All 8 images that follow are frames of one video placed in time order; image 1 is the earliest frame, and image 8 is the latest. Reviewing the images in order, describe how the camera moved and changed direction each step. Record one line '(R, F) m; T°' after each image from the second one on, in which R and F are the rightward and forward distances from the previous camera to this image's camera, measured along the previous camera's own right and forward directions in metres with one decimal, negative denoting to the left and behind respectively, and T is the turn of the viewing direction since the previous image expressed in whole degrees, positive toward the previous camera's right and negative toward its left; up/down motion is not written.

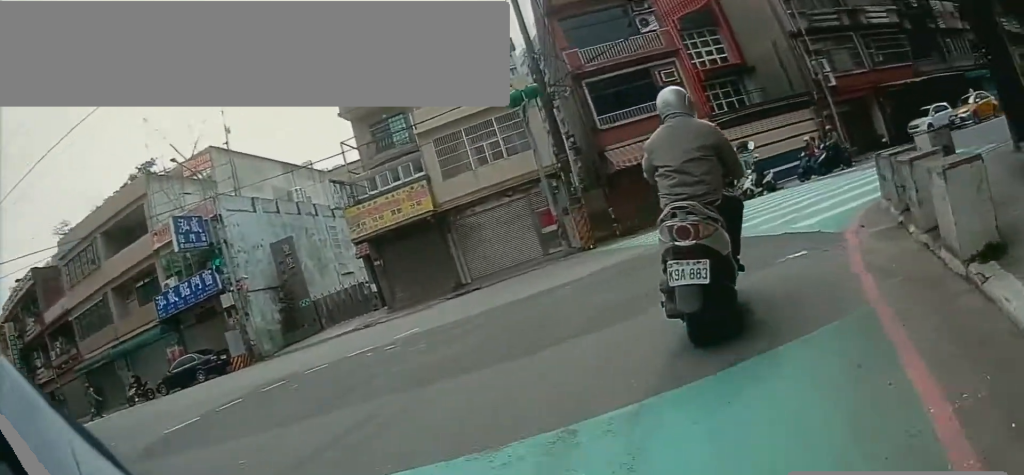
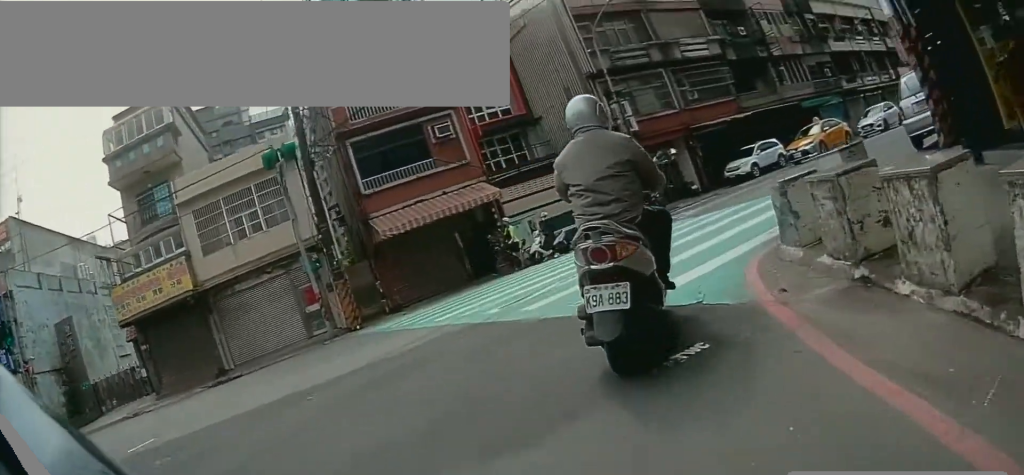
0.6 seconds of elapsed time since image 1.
(-0.1, +4.4) m; +16°
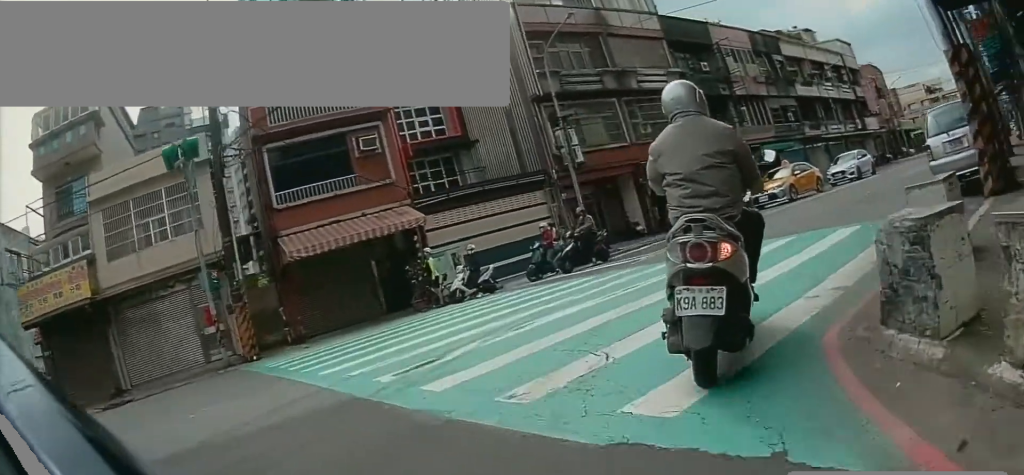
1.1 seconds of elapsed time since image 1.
(+1.4, +4.0) m; +18°
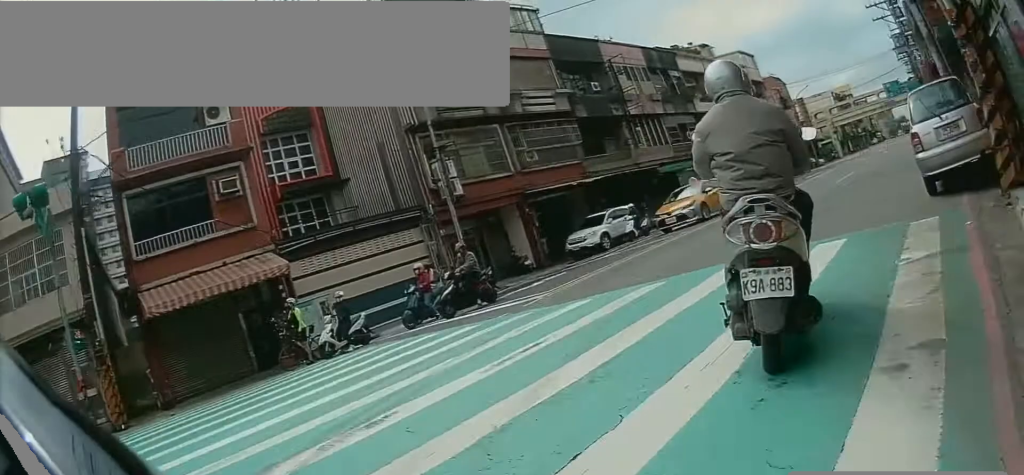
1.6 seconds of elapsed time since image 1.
(+0.3, +3.3) m; +16°
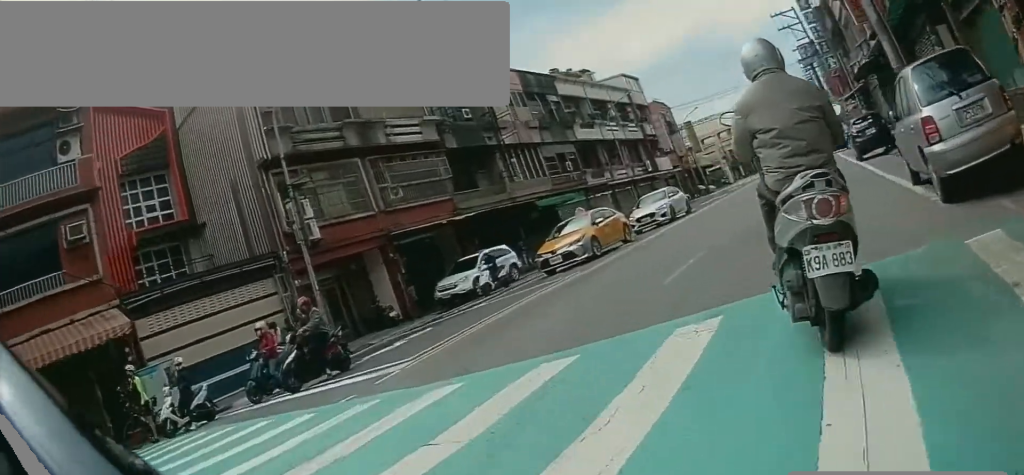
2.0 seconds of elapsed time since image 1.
(+0.7, +2.1) m; +16°
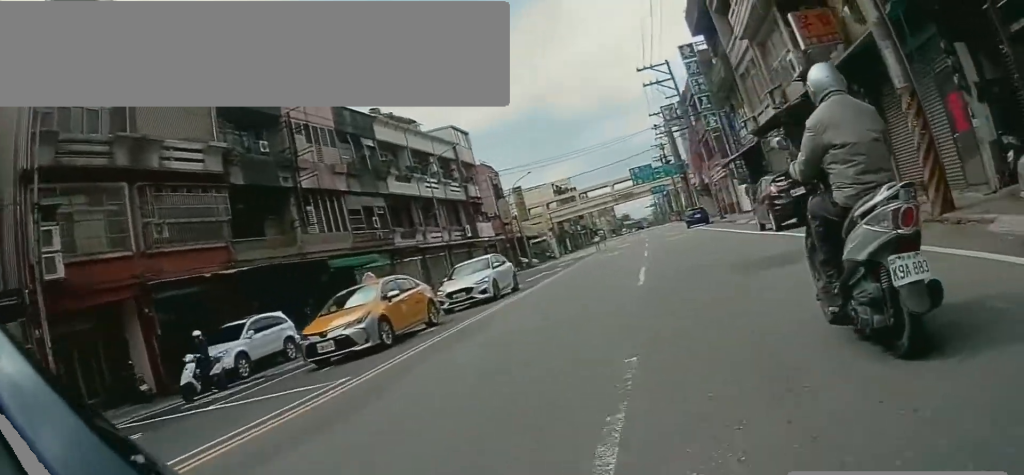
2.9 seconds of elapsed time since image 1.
(+1.2, +4.7) m; +19°
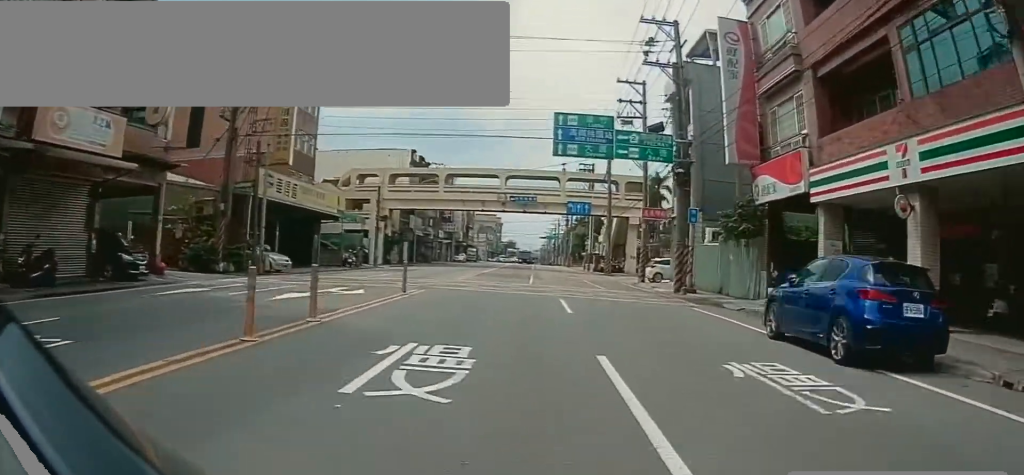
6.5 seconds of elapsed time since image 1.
(+6.3, +37.6) m; +9°
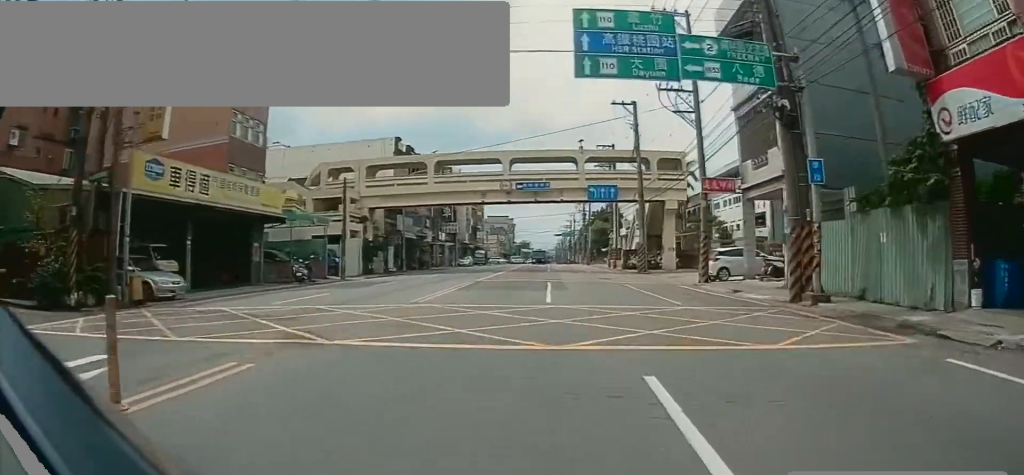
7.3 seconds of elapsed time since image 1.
(-0.5, +11.6) m; -2°
